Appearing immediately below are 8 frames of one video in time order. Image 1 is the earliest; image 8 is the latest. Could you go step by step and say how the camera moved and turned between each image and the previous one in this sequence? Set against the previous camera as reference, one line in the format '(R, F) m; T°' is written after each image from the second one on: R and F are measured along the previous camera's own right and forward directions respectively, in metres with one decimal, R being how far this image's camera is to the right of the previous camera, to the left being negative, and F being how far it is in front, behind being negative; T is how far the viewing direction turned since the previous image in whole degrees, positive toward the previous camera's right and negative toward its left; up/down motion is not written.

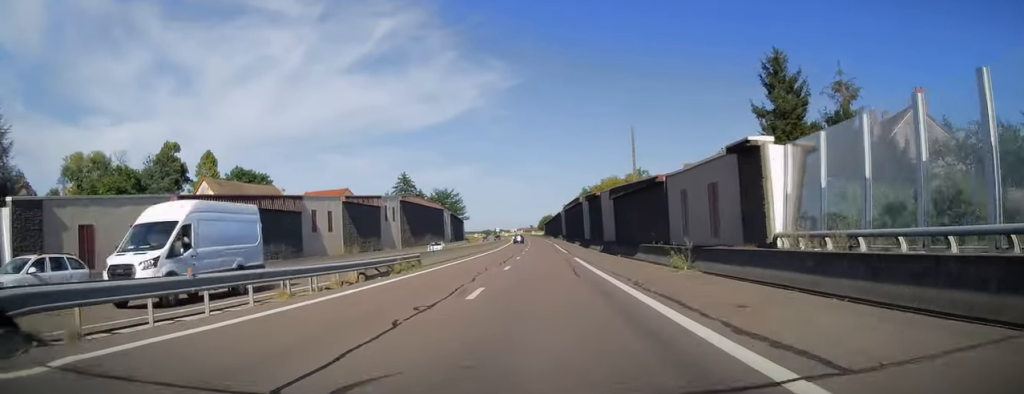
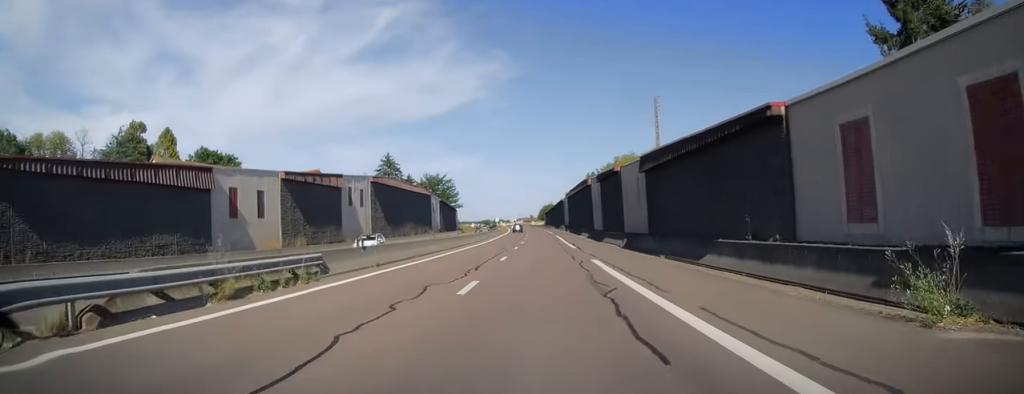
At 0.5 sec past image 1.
(0.0, +14.2) m; 0°
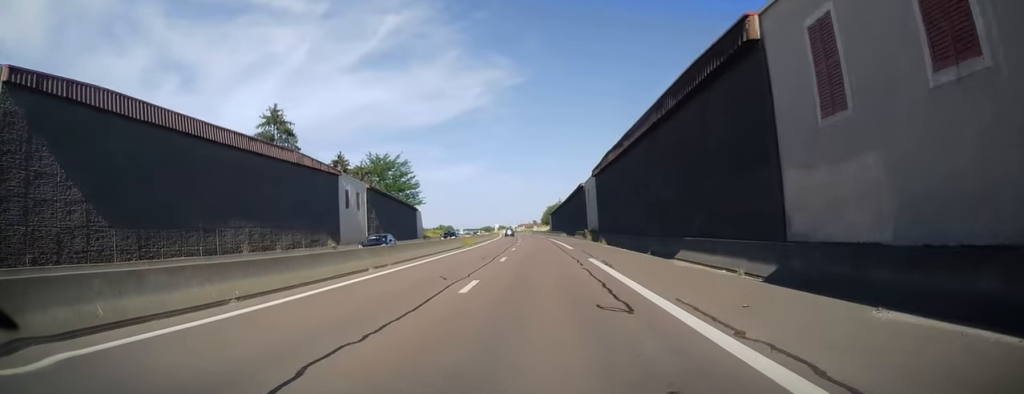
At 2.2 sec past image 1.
(-0.1, +51.7) m; -1°
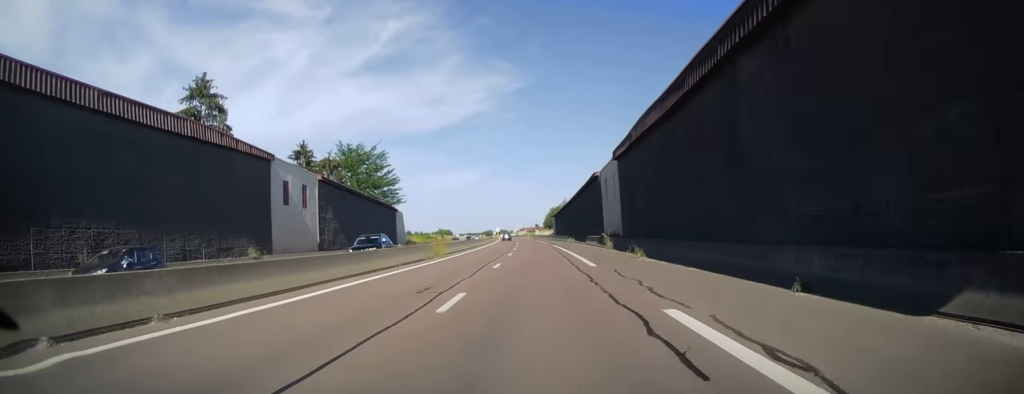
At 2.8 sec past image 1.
(-0.2, +15.7) m; 0°
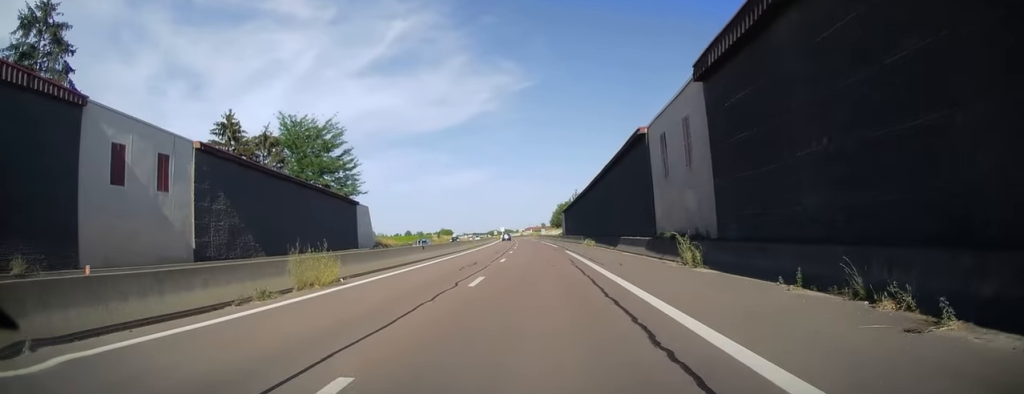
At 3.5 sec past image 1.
(0.0, +21.0) m; 0°
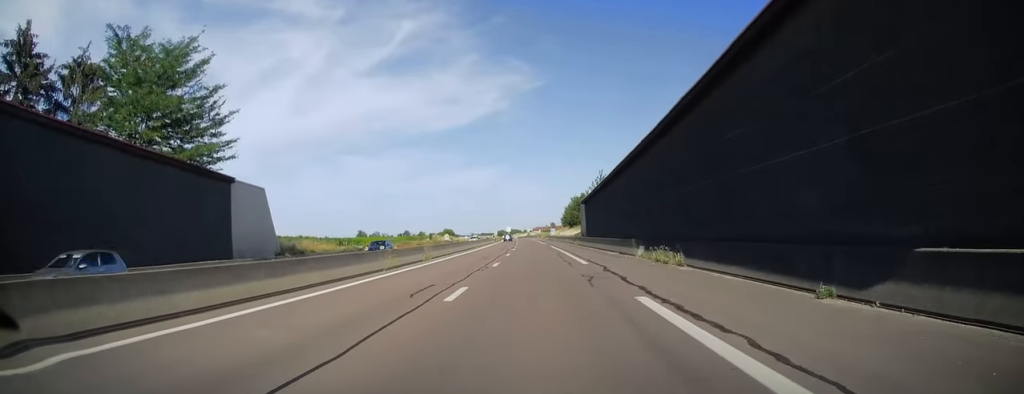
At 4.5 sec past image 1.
(-0.1, +29.3) m; -1°
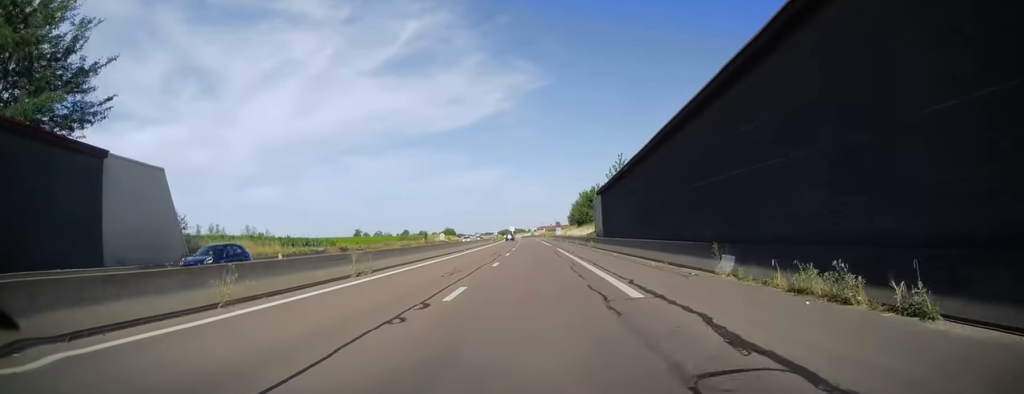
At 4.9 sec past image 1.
(-0.2, +13.2) m; -1°
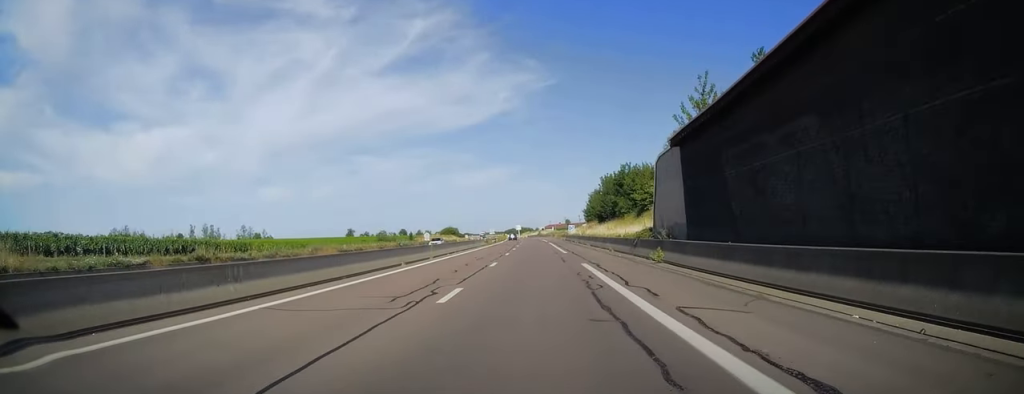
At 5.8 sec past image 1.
(-0.1, +26.4) m; 0°
